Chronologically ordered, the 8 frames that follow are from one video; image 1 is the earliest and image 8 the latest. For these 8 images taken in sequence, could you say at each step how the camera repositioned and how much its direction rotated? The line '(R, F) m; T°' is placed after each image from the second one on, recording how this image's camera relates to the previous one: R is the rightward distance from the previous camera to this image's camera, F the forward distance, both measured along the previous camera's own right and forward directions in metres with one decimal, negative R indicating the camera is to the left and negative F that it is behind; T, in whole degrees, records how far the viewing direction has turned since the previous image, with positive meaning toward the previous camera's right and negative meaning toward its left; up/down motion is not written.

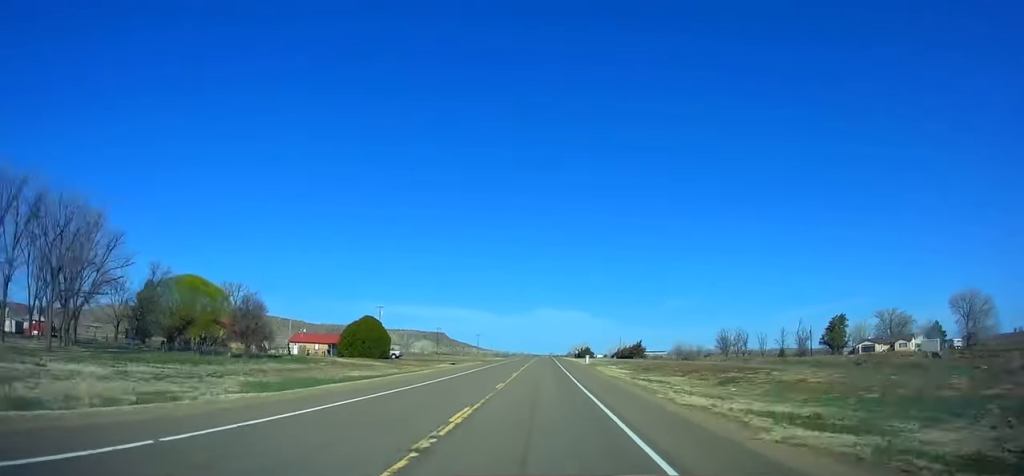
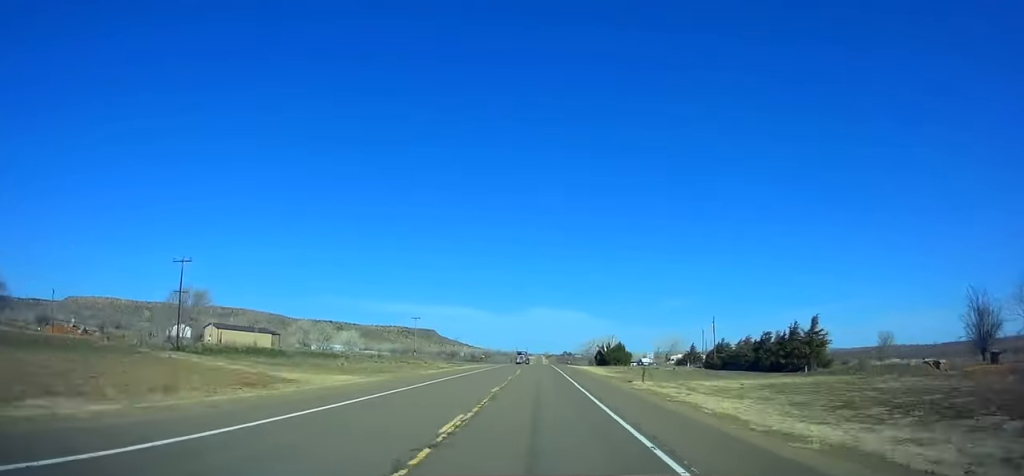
(-0.7, +123.8) m; 0°
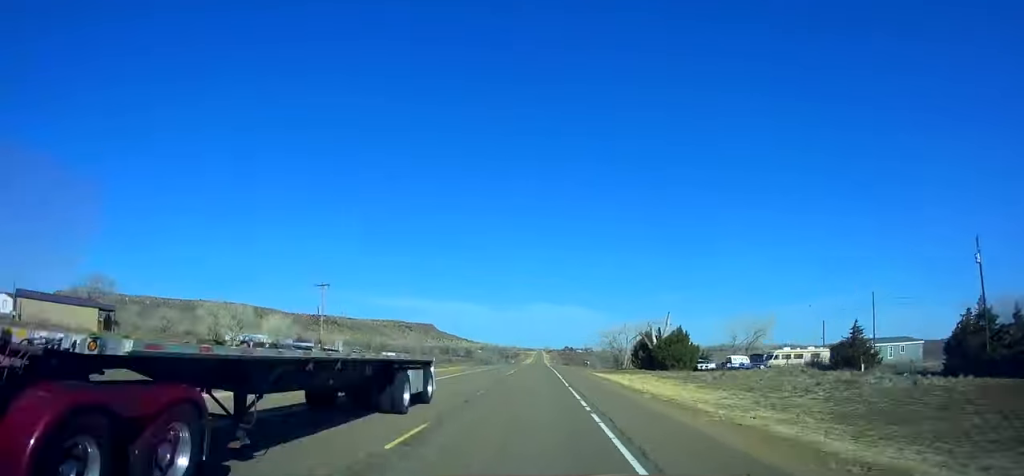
(+0.5, +63.0) m; 0°
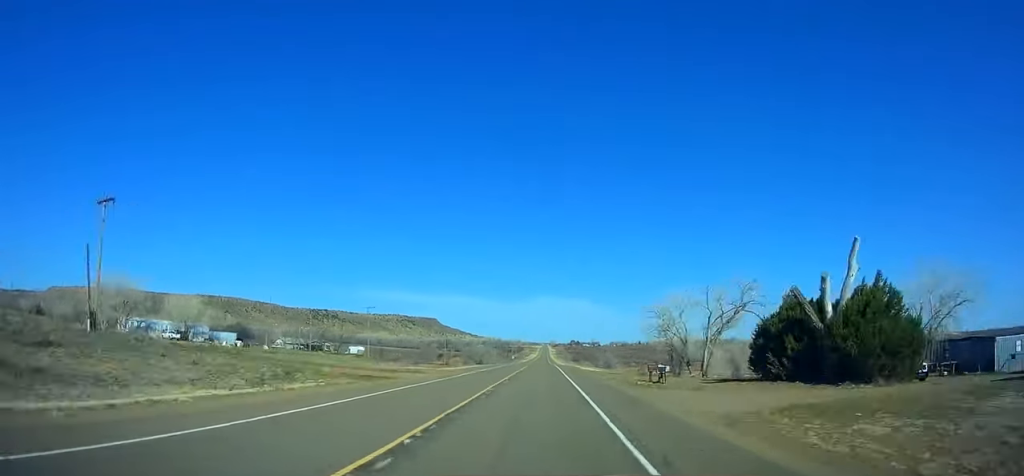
(0.0, +48.7) m; 0°
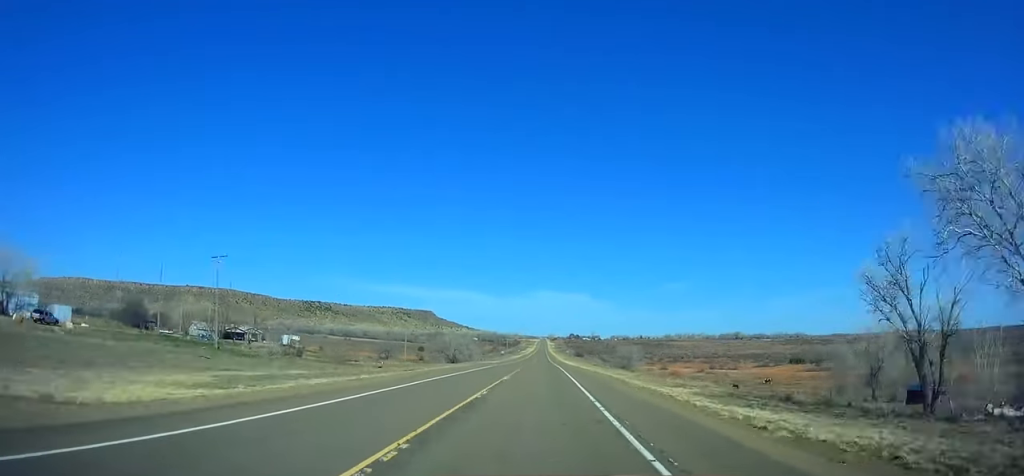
(-0.3, +51.5) m; 0°
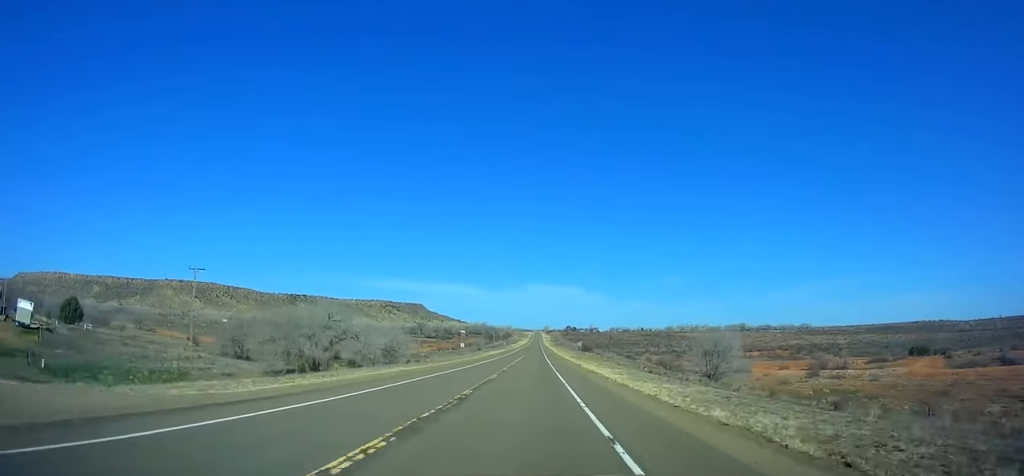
(+0.5, +85.9) m; 0°
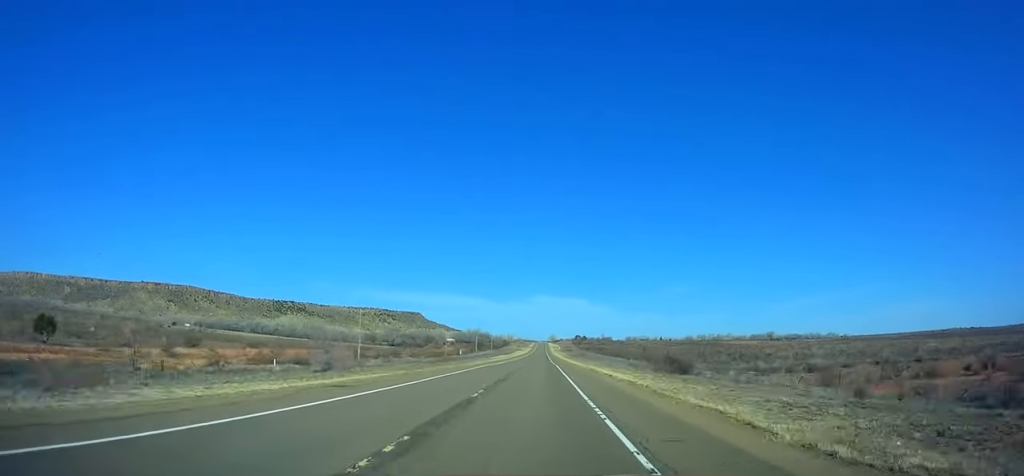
(-0.3, +147.8) m; 0°
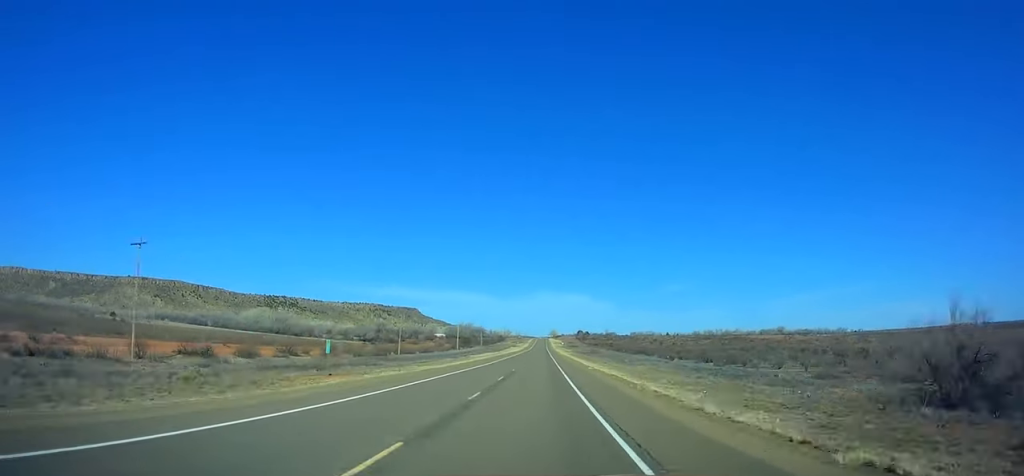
(-0.1, +61.6) m; 0°
